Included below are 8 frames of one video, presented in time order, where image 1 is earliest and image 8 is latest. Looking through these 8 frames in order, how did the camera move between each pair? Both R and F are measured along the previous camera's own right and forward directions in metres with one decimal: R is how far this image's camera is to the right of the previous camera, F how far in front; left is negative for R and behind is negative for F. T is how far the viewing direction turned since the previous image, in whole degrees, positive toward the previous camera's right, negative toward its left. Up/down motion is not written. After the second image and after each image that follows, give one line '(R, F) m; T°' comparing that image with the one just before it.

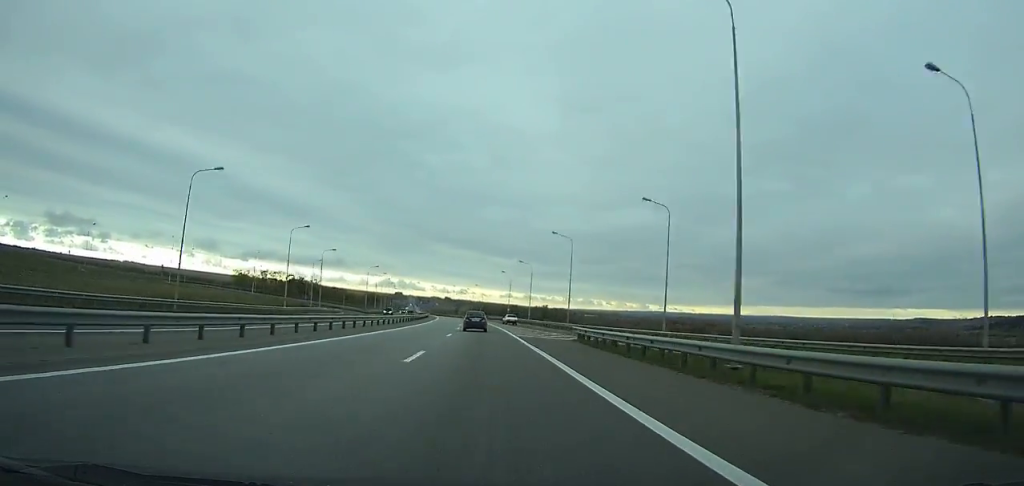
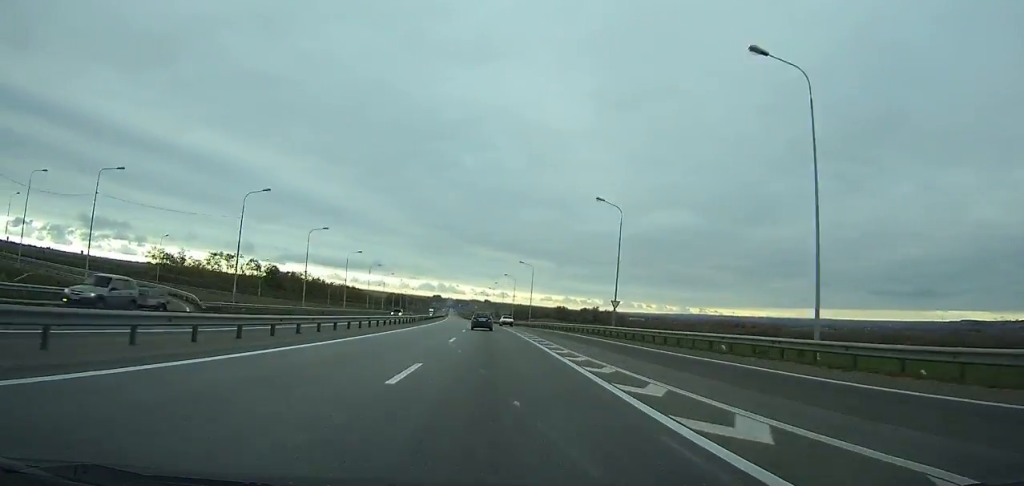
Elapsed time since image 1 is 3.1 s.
(-2.7, +85.9) m; -3°
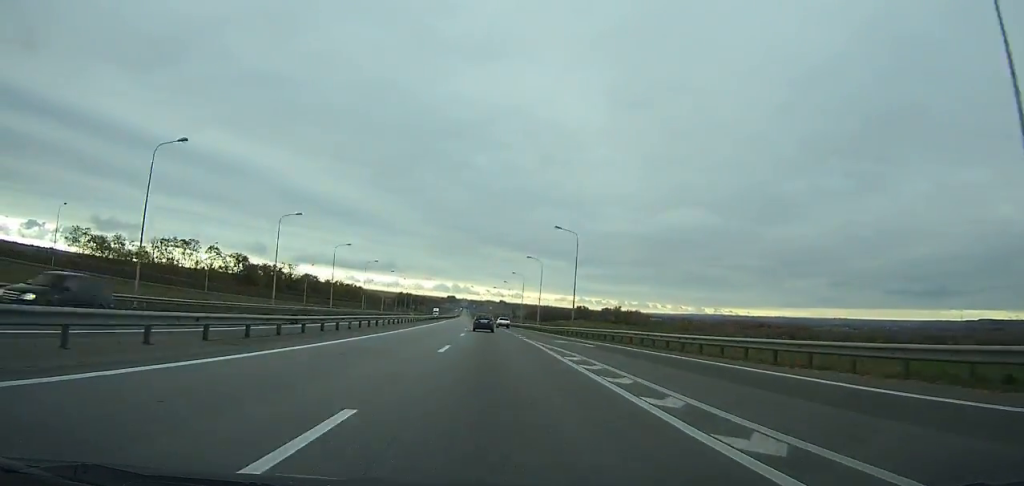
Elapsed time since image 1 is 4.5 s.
(-0.2, +38.7) m; -1°
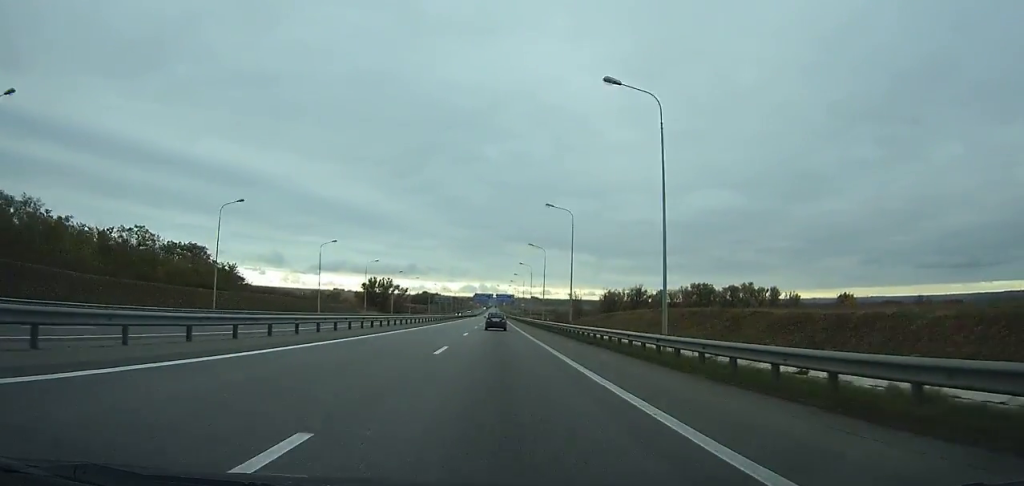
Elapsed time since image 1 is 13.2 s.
(-12.7, +241.3) m; -4°
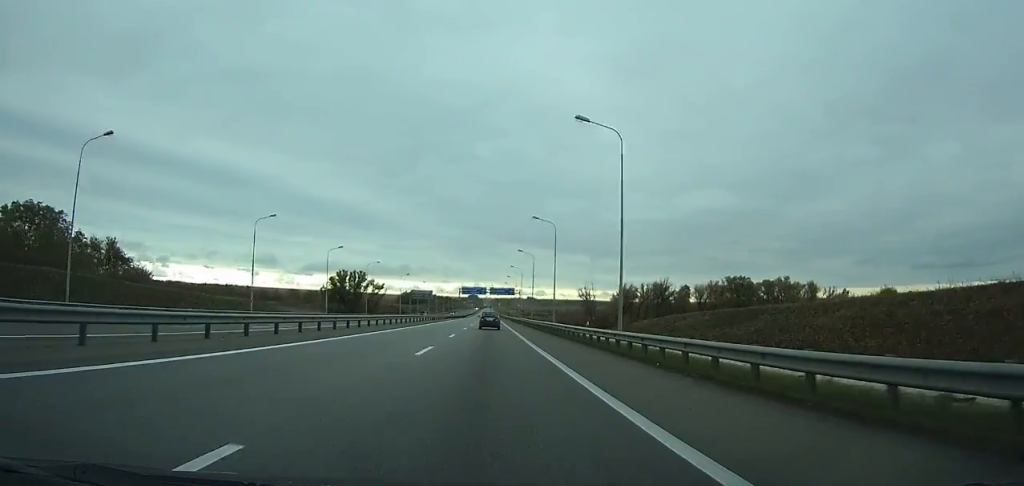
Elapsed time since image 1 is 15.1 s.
(0.0, +53.1) m; 0°
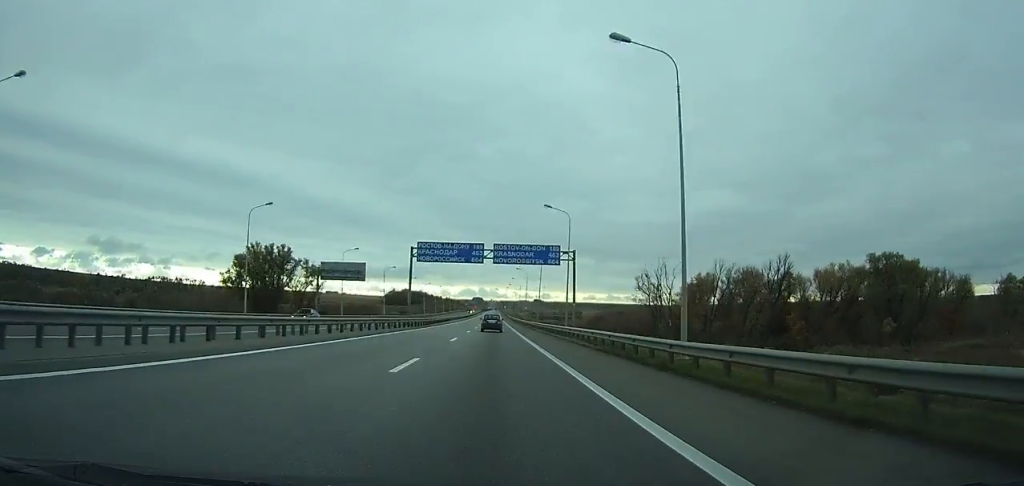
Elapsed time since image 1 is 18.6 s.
(0.0, +98.0) m; 0°
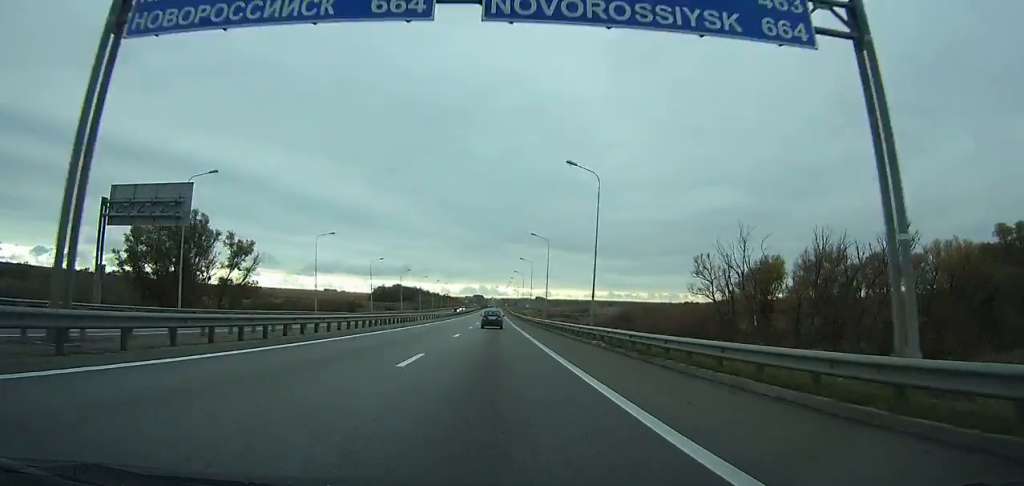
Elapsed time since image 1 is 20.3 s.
(-0.1, +47.7) m; 0°
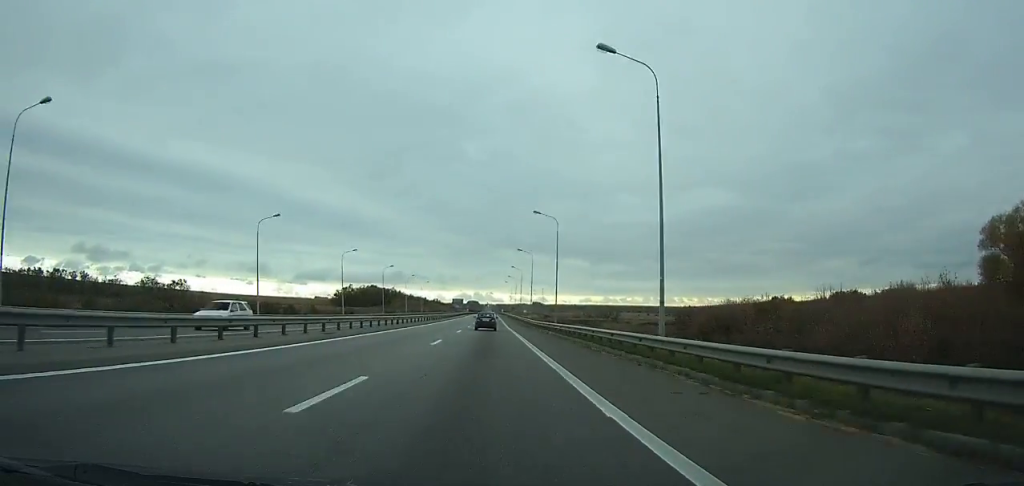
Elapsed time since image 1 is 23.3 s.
(0.0, +84.3) m; 0°
